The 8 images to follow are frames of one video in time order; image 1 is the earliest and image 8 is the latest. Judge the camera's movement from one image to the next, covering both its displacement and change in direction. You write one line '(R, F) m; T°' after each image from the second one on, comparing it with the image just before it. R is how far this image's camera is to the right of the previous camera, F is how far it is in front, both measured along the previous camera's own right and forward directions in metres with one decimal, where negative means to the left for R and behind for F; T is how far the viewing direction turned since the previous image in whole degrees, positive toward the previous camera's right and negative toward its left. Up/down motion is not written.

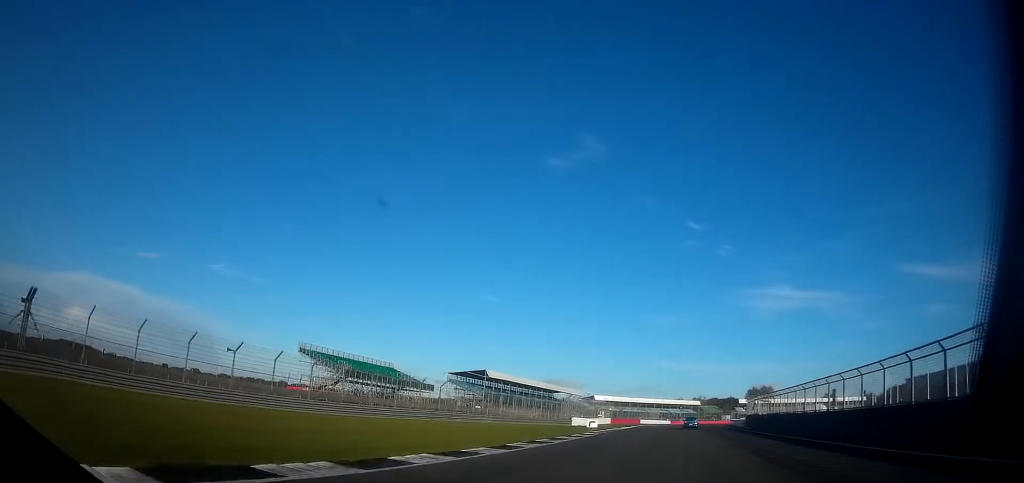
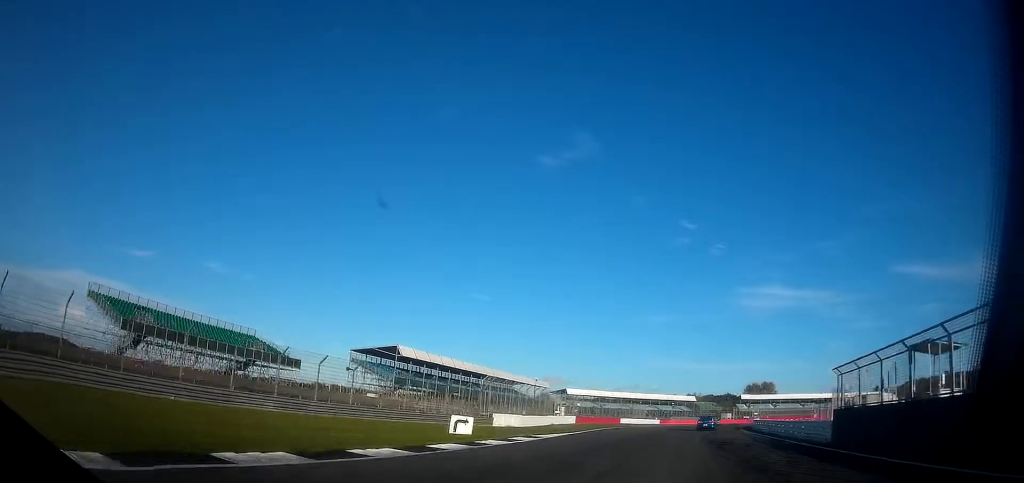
(+0.2, +37.7) m; -1°
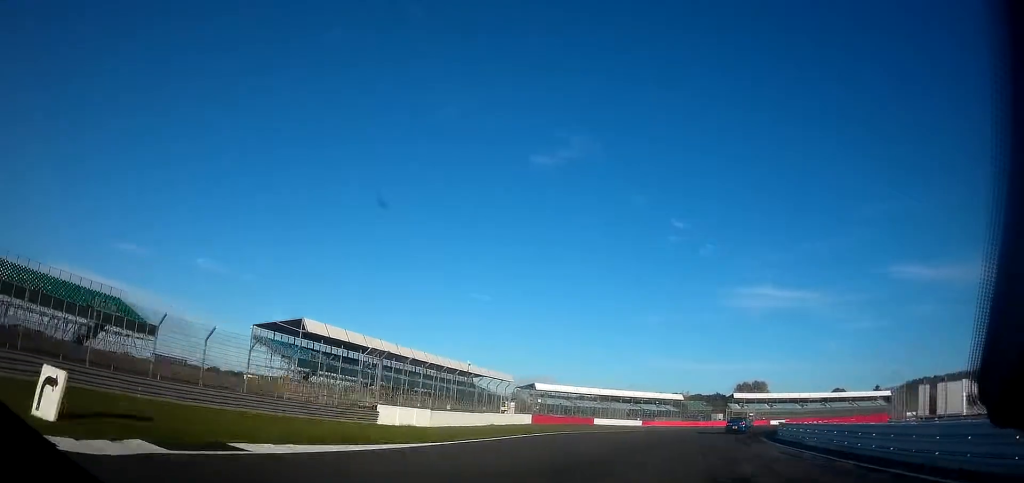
(+0.7, +23.3) m; 0°
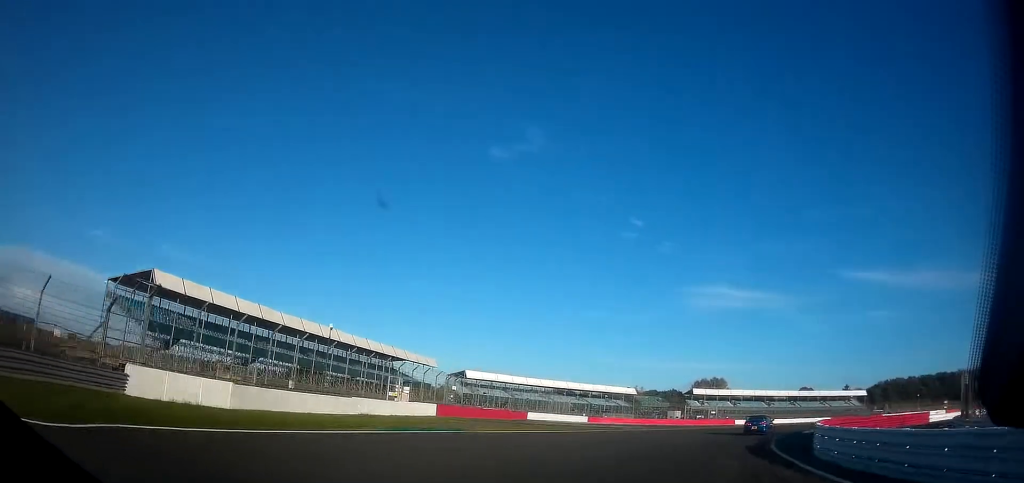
(-1.5, +20.9) m; +2°
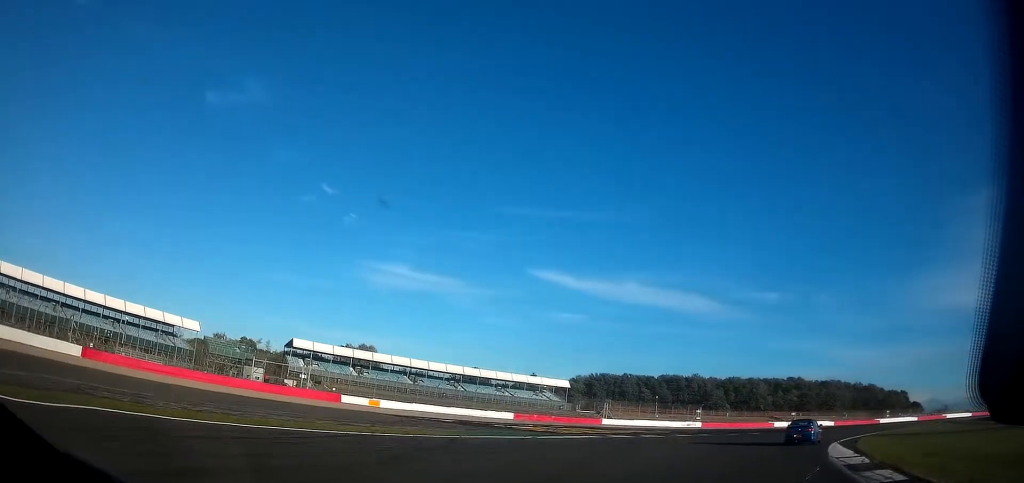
(+17.0, +79.3) m; +32°
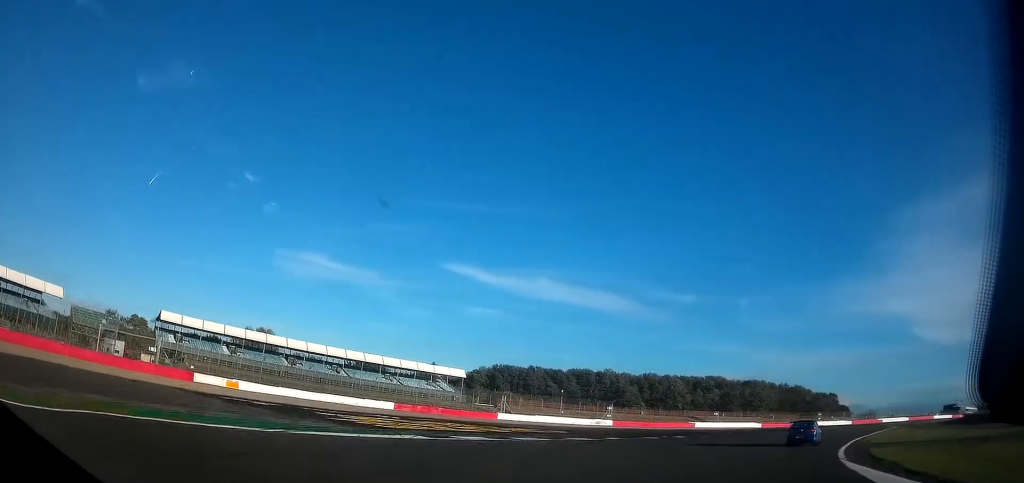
(+2.9, +17.0) m; +8°
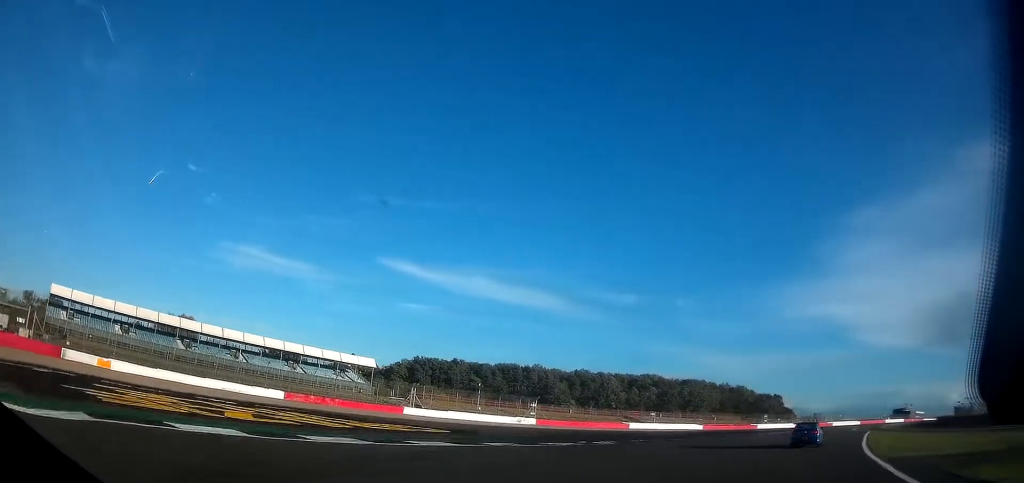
(+1.0, +15.9) m; +8°
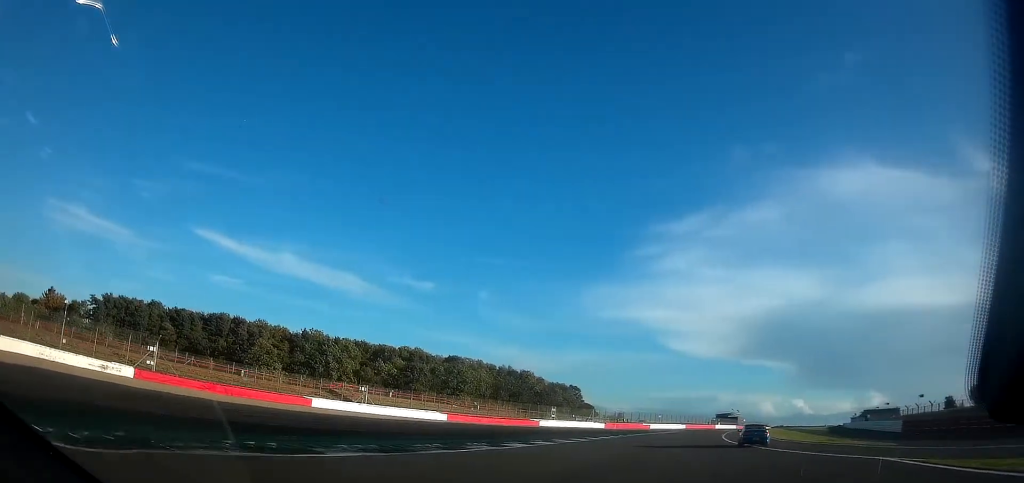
(+14.1, +54.4) m; +32°
